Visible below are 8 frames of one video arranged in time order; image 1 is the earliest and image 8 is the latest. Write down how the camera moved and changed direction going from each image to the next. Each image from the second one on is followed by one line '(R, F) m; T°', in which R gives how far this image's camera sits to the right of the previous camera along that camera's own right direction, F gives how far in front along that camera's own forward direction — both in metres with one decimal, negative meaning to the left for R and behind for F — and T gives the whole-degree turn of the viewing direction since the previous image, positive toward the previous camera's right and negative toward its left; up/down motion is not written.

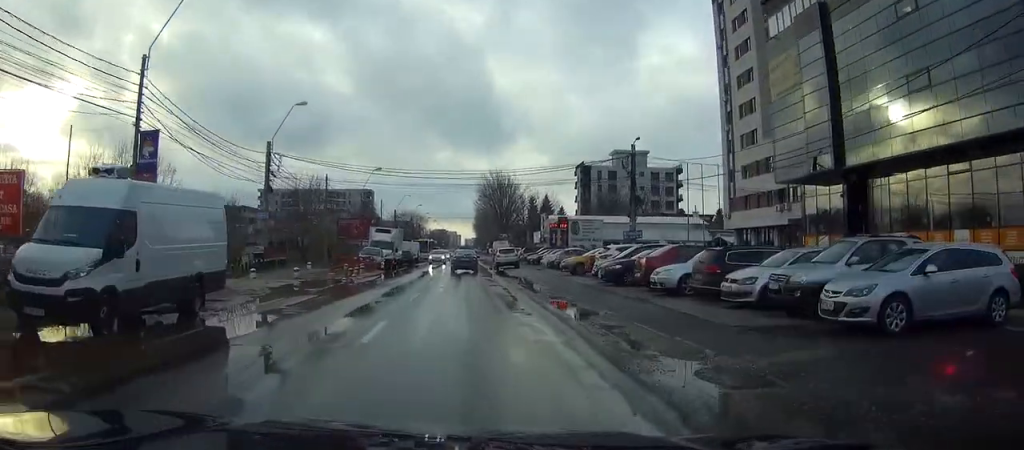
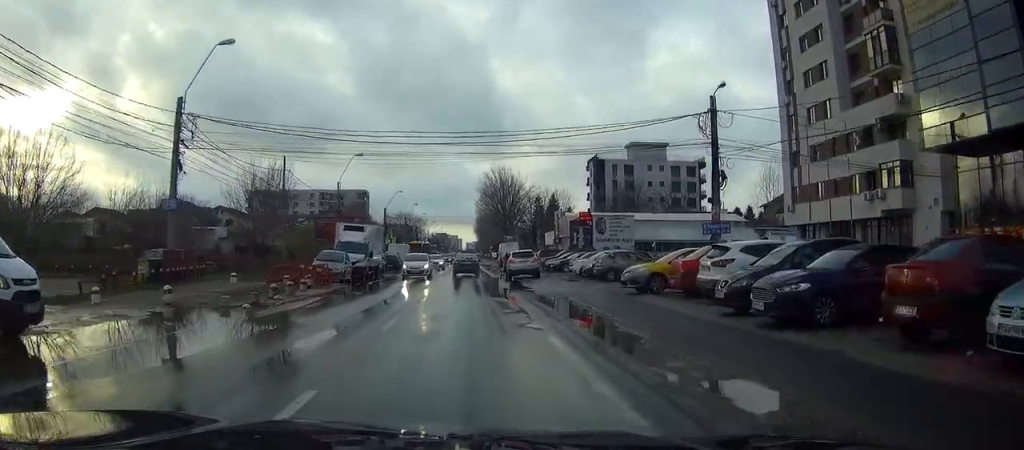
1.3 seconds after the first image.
(0.0, +15.2) m; 0°
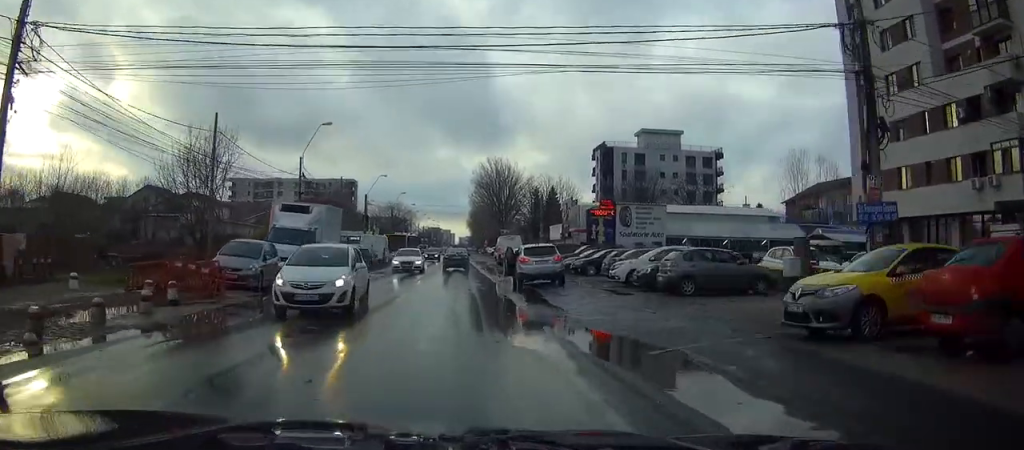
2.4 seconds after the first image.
(0.0, +13.0) m; 0°
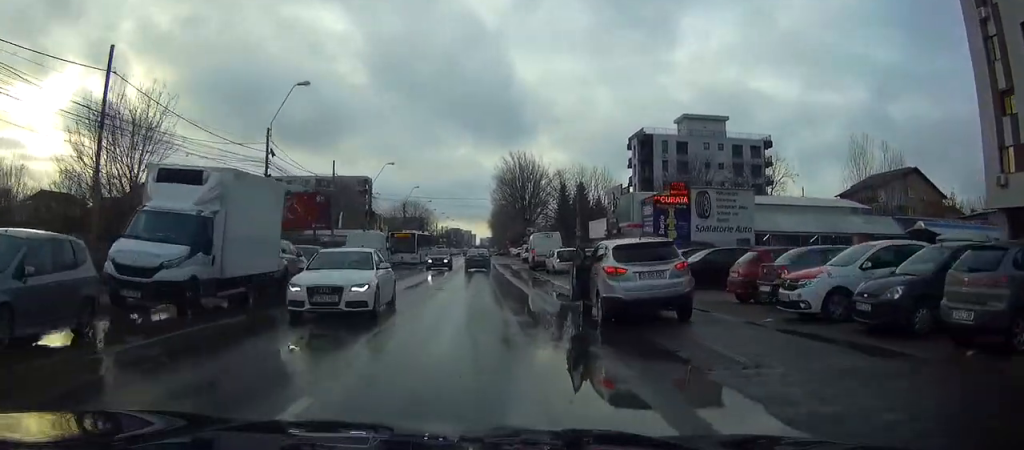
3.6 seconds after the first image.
(0.0, +14.0) m; -1°
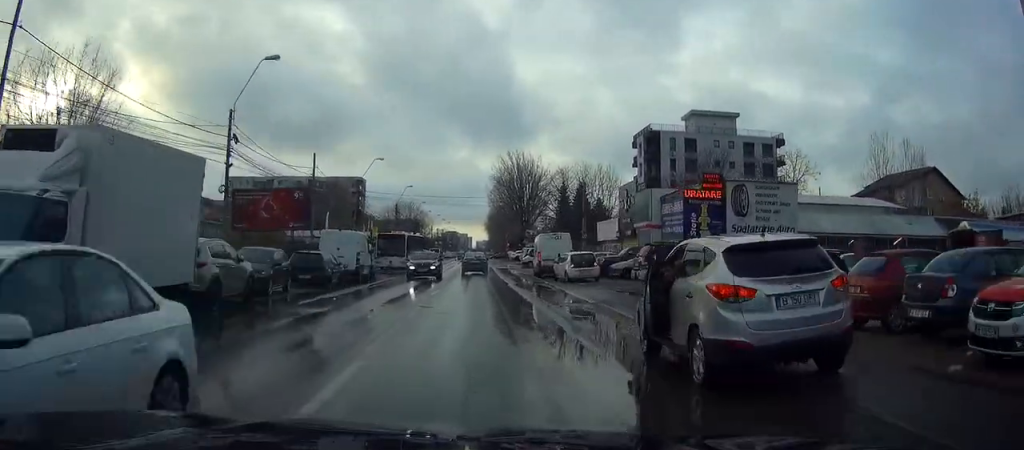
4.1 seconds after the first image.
(-0.1, +6.2) m; 0°
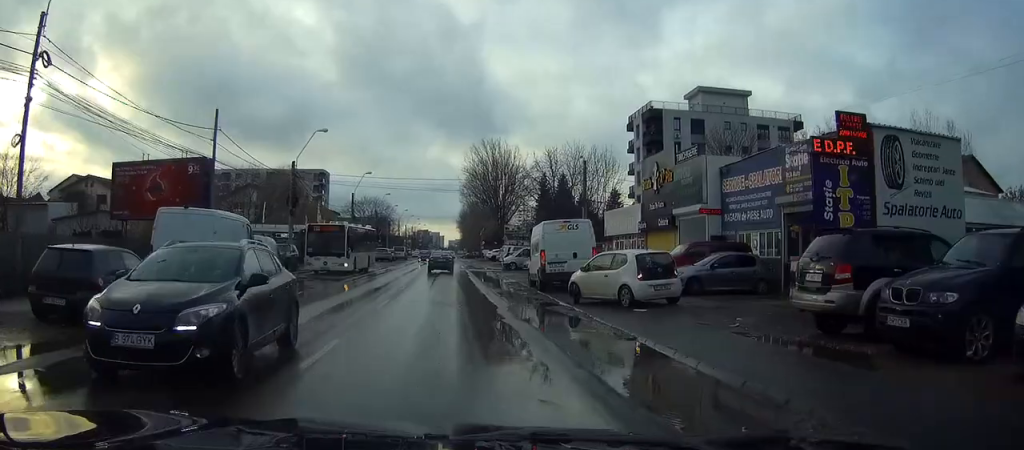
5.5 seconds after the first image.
(0.0, +15.7) m; +1°
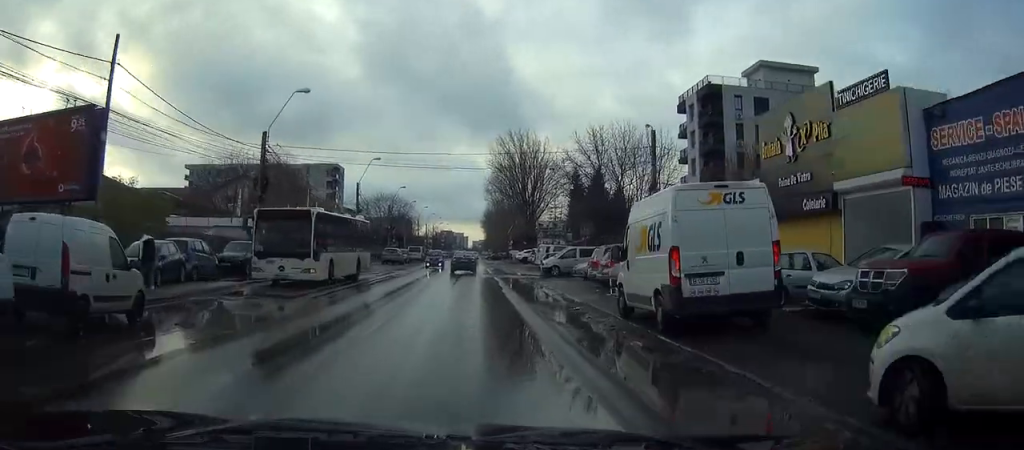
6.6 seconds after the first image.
(0.0, +13.6) m; 0°
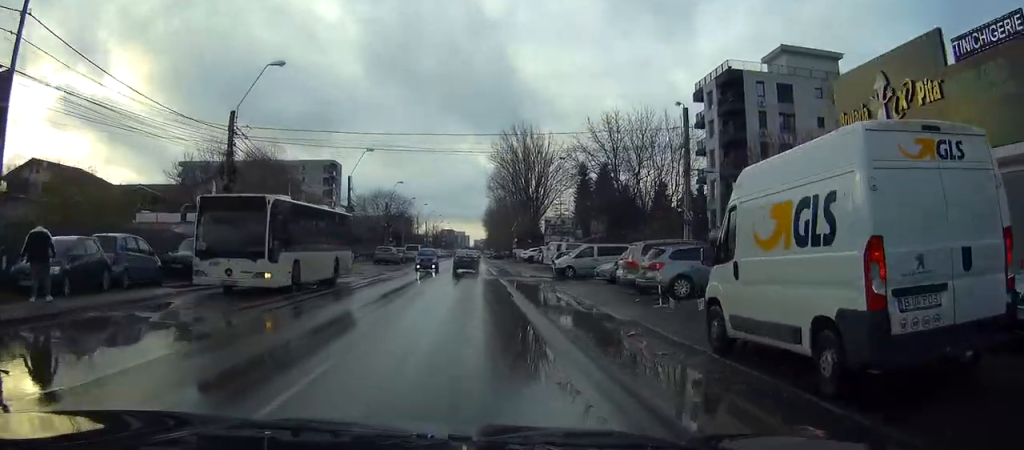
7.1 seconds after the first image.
(0.0, +6.0) m; 0°
